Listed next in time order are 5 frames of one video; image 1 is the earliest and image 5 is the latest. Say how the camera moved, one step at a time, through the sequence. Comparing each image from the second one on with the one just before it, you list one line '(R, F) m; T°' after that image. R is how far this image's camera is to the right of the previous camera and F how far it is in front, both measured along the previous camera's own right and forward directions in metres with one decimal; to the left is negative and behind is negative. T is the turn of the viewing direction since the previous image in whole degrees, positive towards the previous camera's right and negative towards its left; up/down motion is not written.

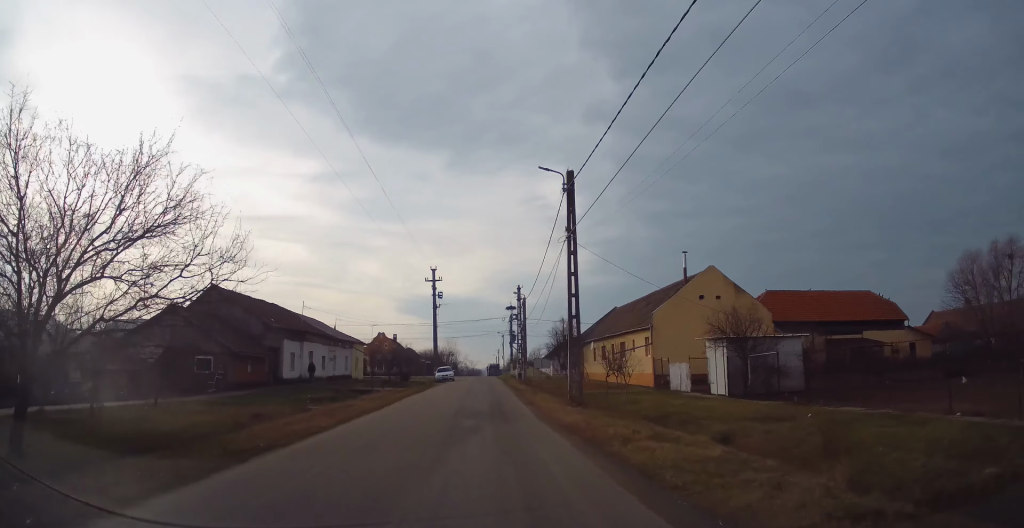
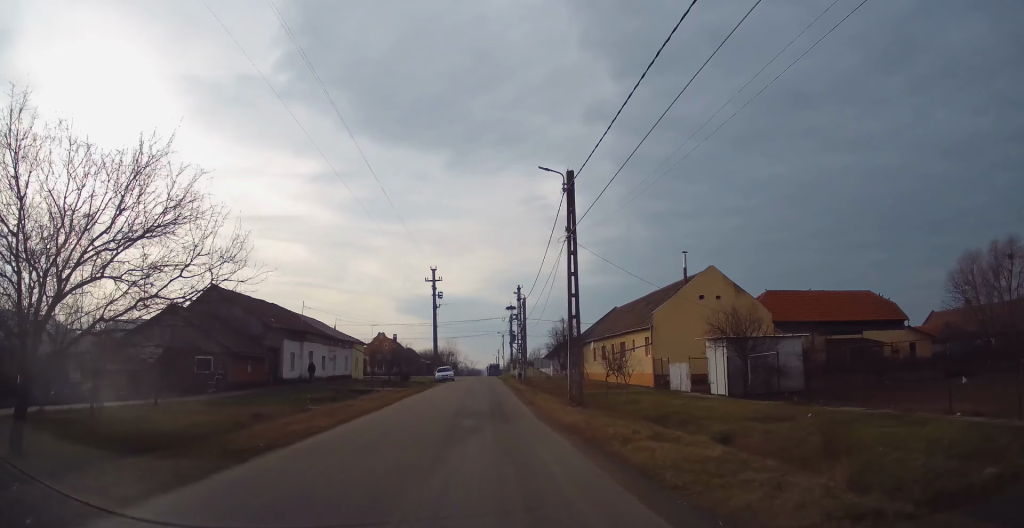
(0.0, 0.0) m; 0°
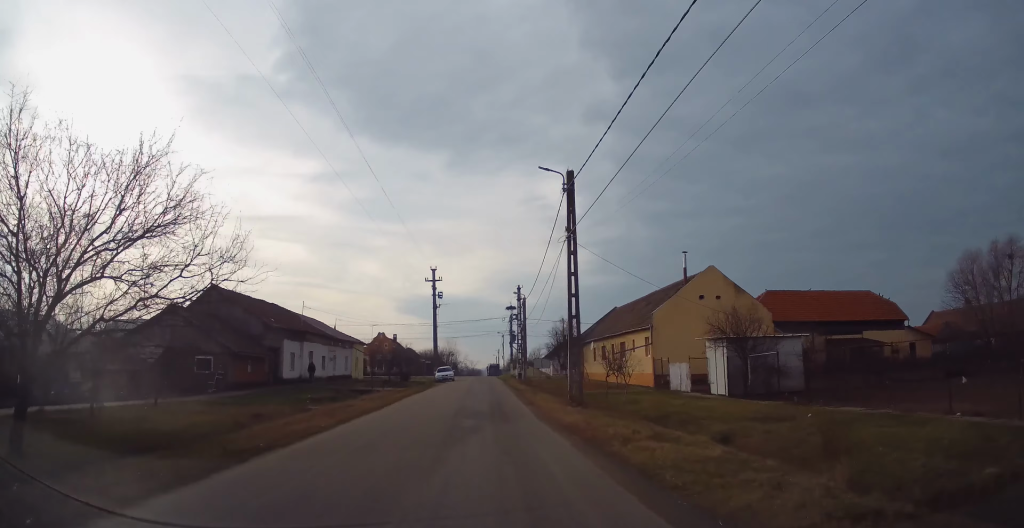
(0.0, 0.0) m; 0°
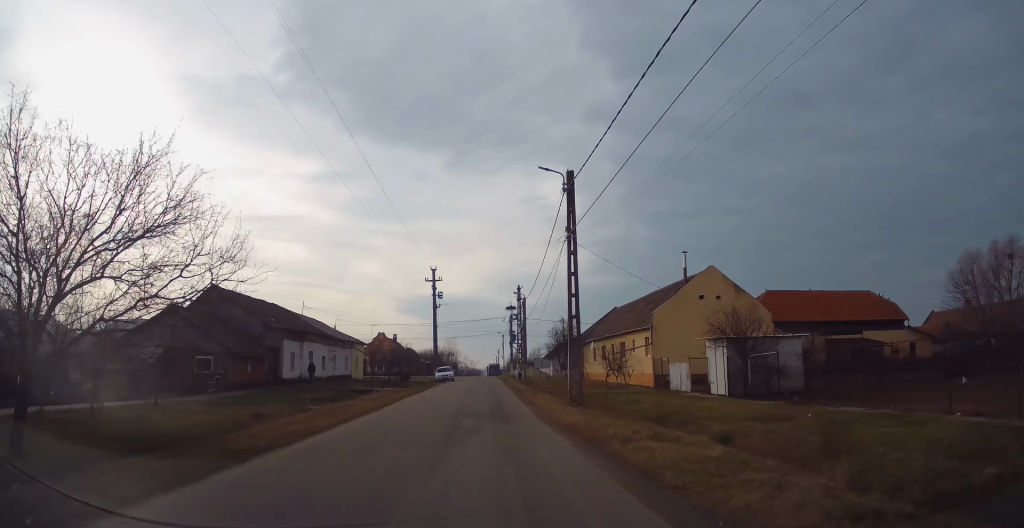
(0.0, 0.0) m; 0°
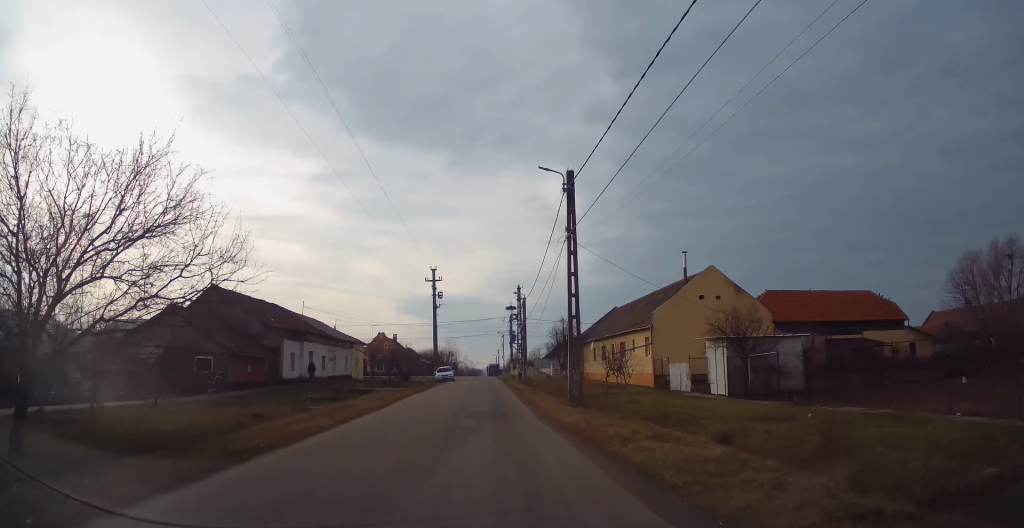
(0.0, 0.0) m; 0°
